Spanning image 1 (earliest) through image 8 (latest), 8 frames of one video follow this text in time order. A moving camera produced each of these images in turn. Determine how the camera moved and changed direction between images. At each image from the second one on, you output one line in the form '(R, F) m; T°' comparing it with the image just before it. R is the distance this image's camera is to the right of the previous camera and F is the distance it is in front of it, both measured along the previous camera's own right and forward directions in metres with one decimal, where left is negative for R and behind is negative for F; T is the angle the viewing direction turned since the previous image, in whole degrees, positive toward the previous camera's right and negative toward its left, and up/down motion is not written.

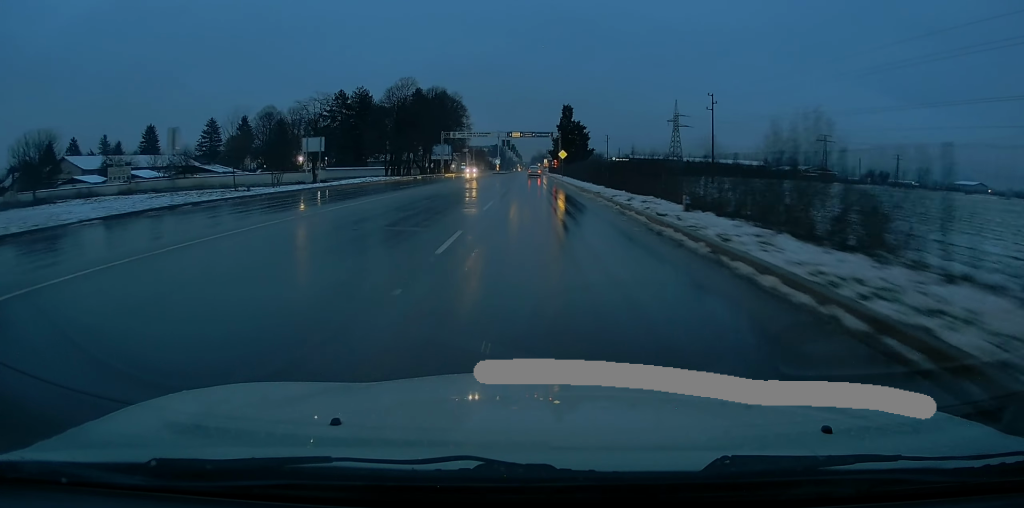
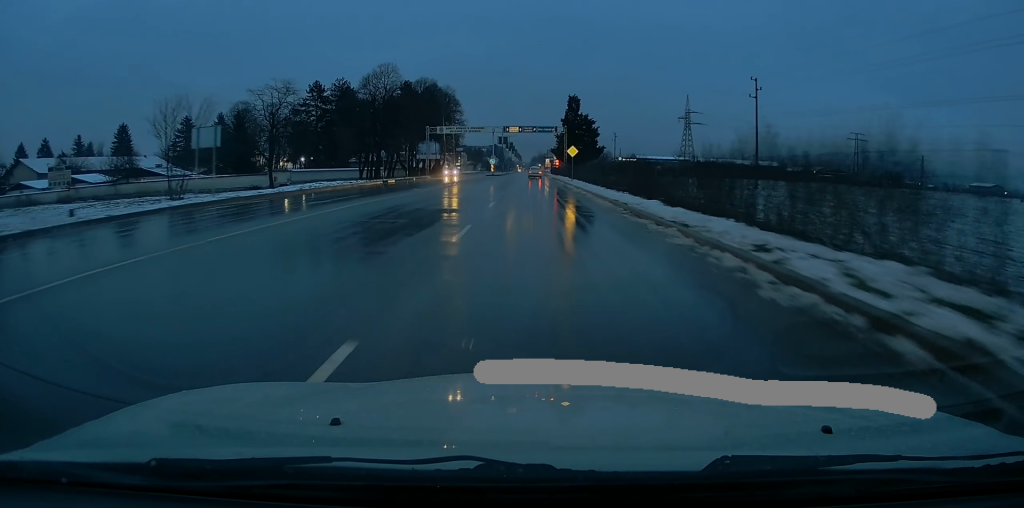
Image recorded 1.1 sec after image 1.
(0.0, +16.2) m; 0°
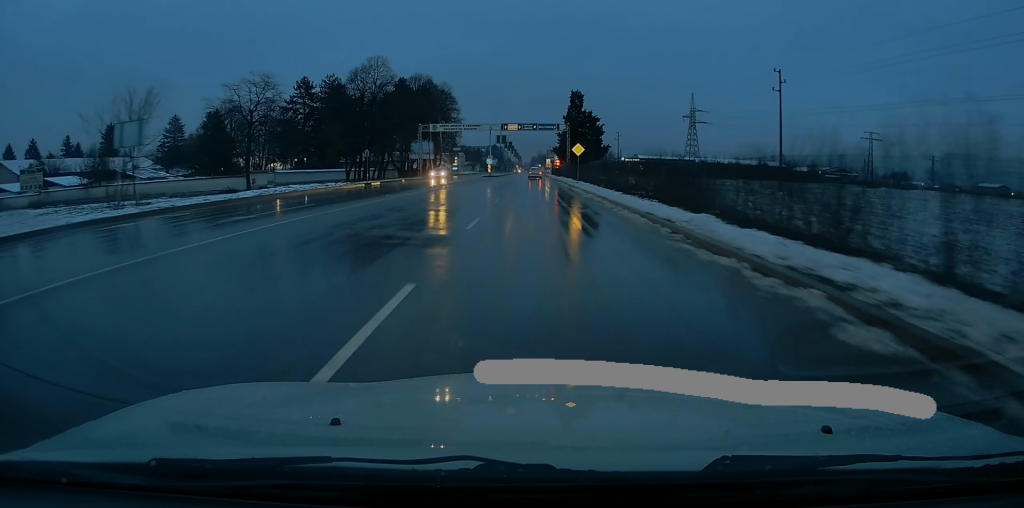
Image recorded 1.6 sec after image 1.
(+0.1, +6.6) m; 0°
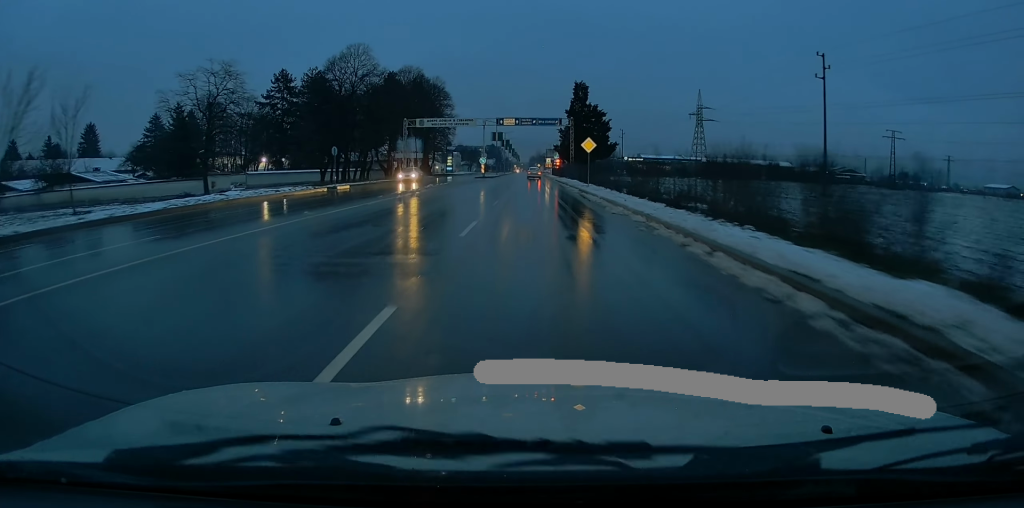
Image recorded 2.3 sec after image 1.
(-0.2, +9.7) m; 0°
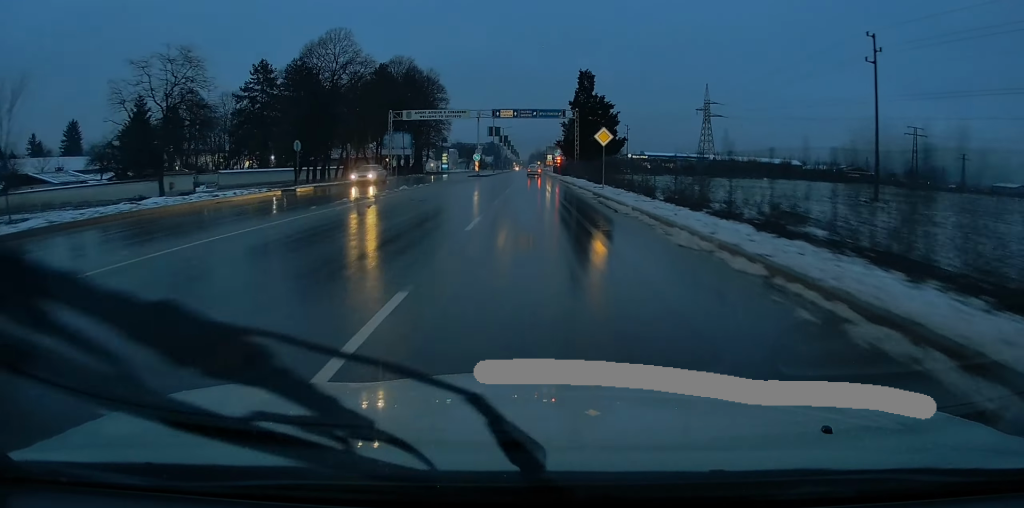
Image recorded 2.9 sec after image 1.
(-0.1, +8.2) m; 0°
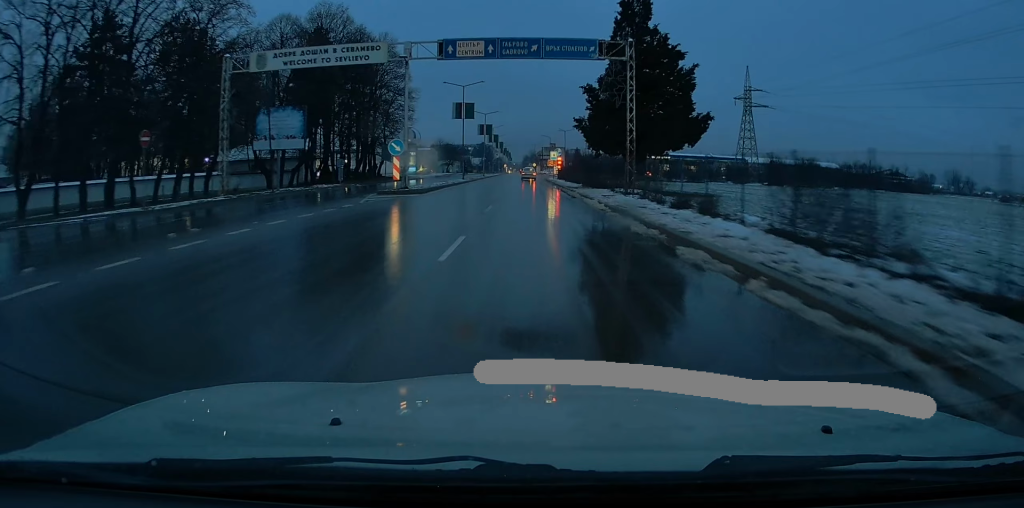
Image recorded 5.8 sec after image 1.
(+0.8, +38.5) m; +1°
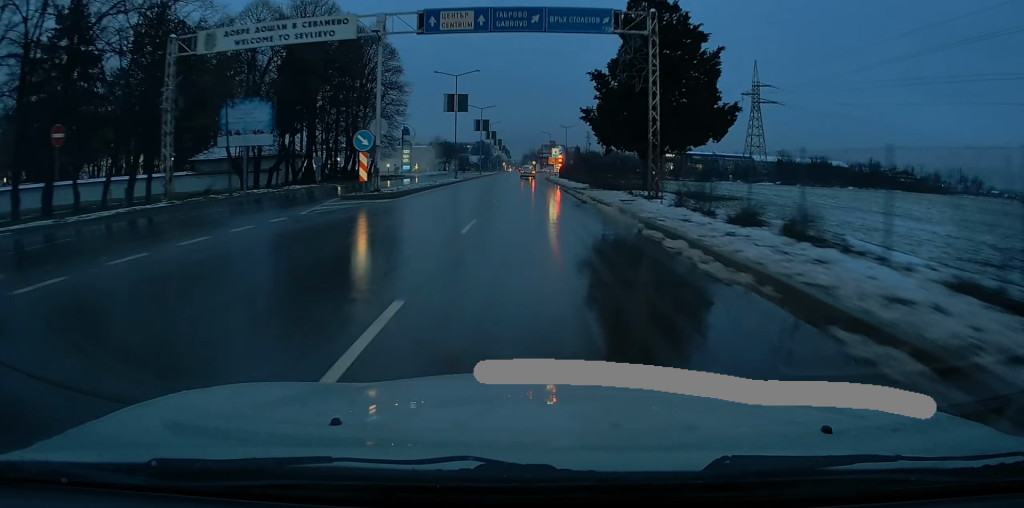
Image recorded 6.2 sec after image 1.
(-0.2, +5.5) m; -1°
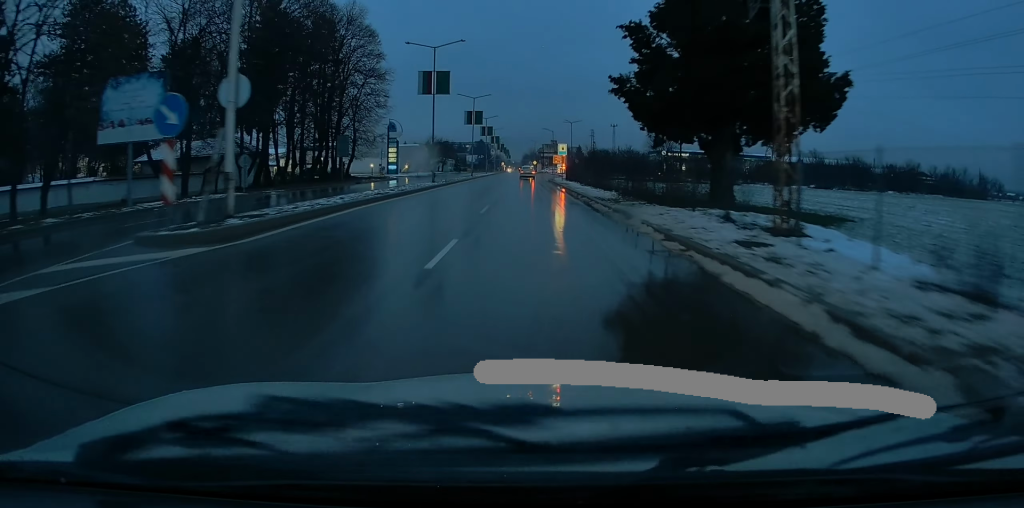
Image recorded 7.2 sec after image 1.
(-0.2, +12.7) m; 0°
